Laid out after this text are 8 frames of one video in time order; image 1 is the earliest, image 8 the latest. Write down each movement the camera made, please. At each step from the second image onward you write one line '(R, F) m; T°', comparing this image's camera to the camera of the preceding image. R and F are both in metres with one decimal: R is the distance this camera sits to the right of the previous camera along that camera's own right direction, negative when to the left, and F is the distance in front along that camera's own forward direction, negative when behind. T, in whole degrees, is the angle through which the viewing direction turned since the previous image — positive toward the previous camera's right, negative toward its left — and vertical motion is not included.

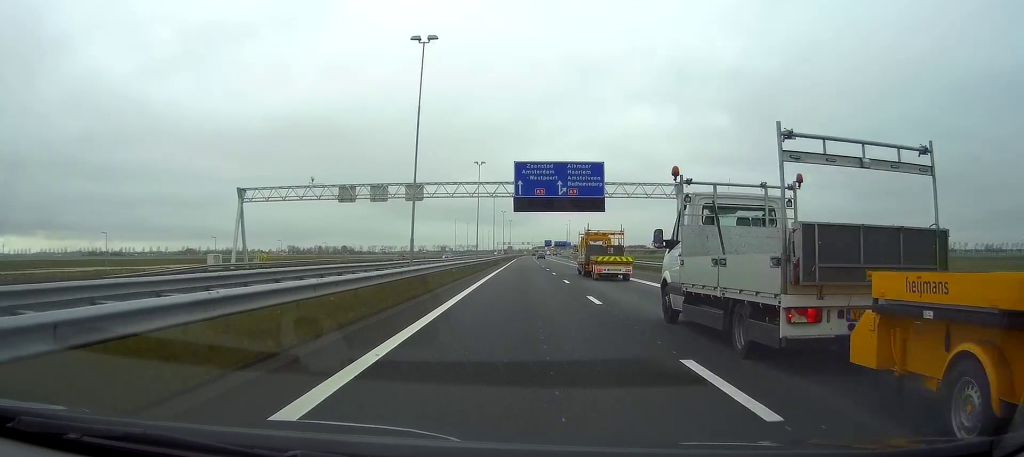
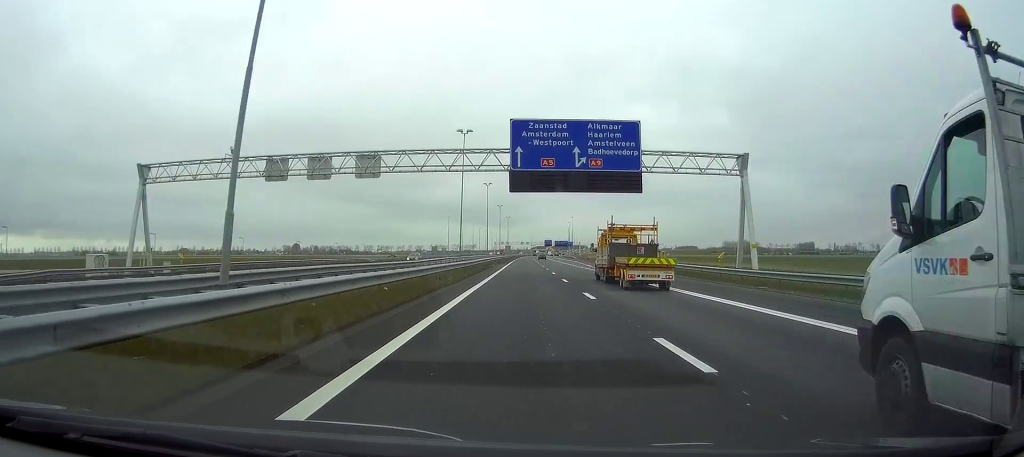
(0.0, +21.6) m; 0°
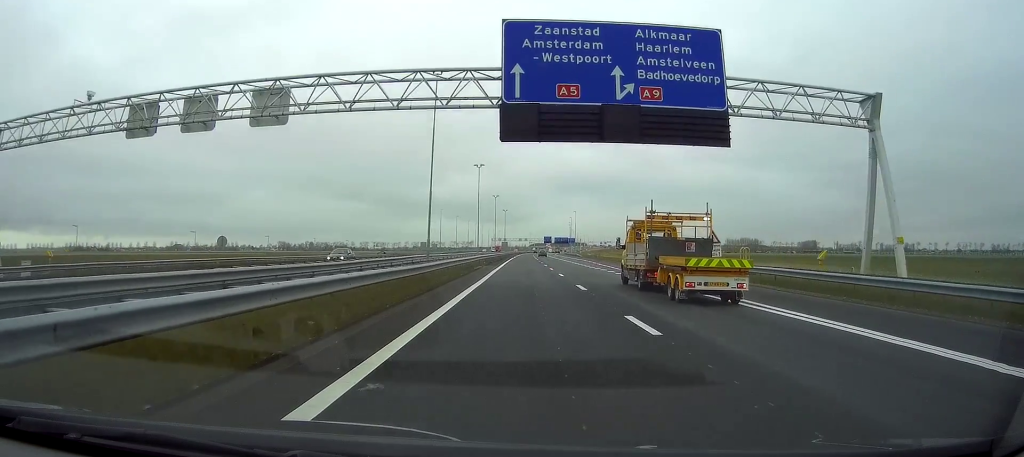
(0.0, +20.4) m; 0°
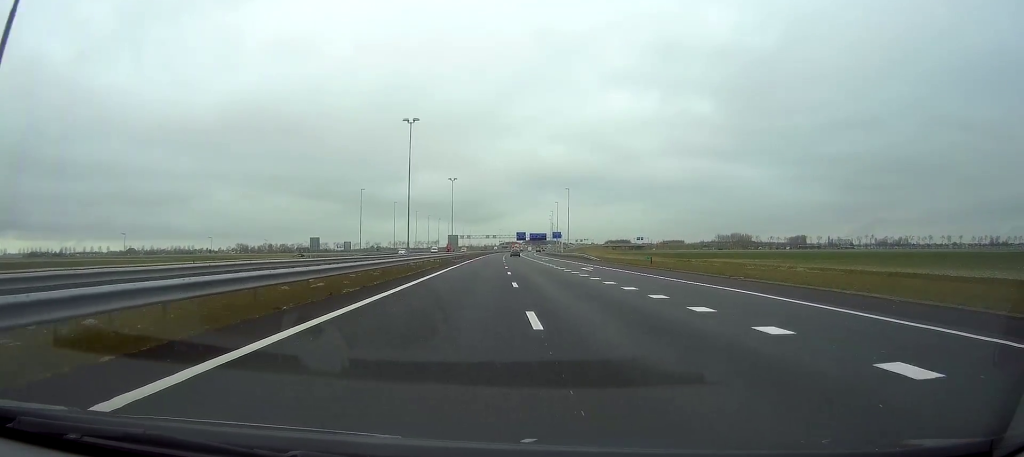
(+1.7, +83.3) m; +2°
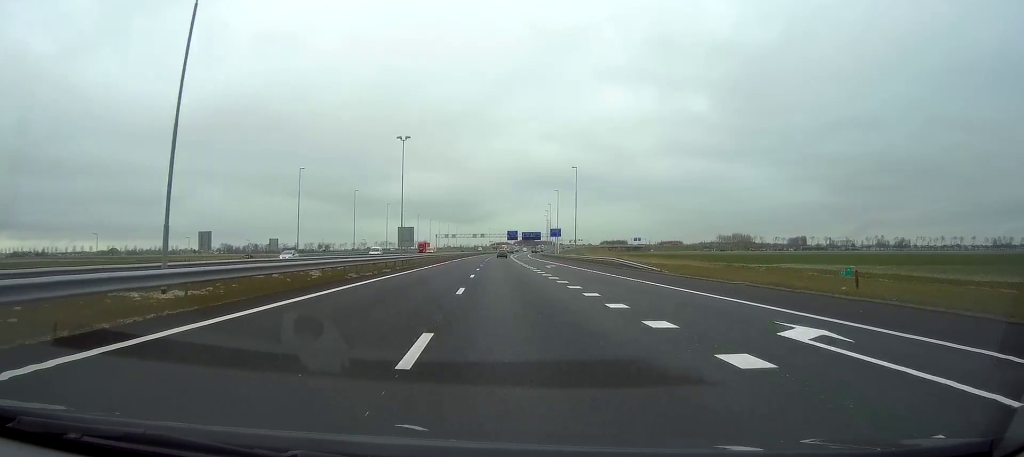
(+0.2, +40.8) m; +1°
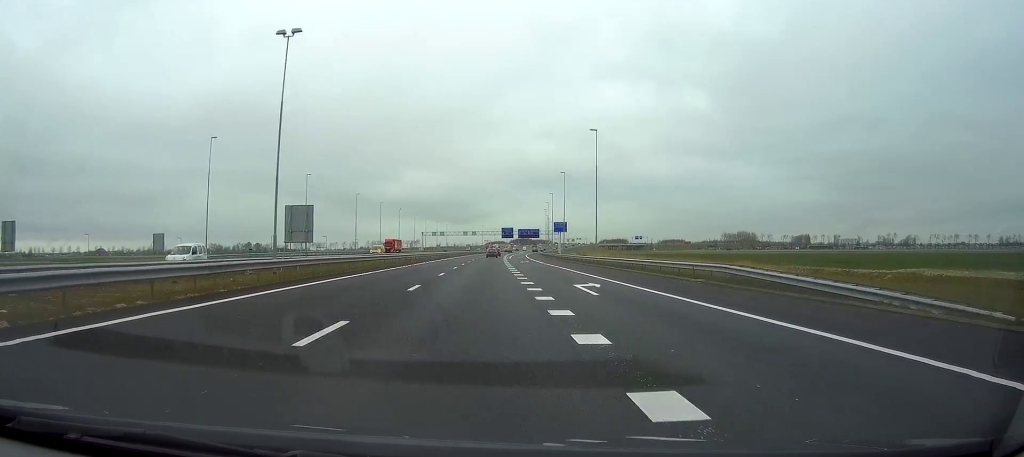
(+0.2, +35.0) m; 0°
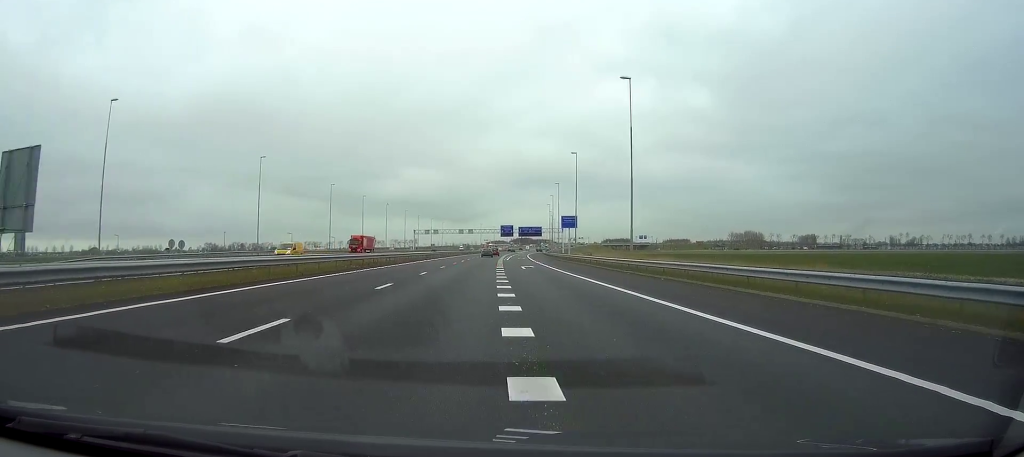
(+0.1, +23.7) m; 0°
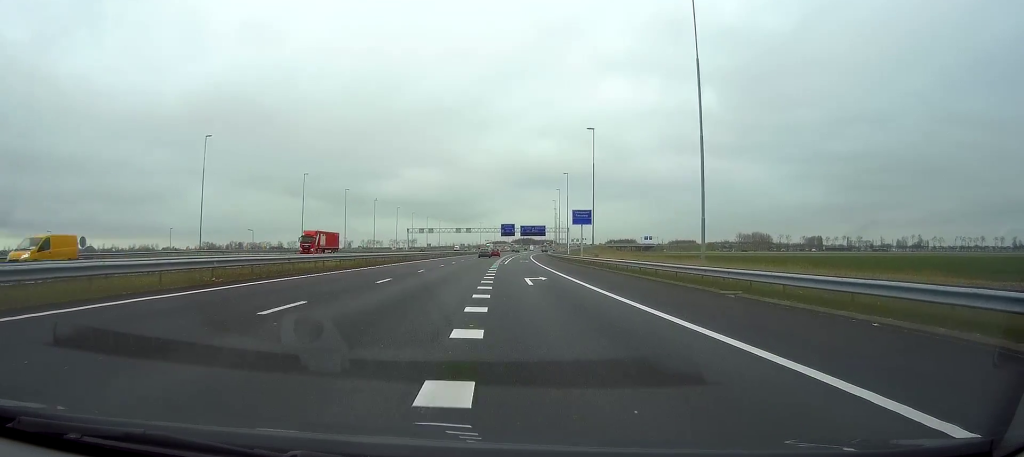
(0.0, +20.6) m; 0°
